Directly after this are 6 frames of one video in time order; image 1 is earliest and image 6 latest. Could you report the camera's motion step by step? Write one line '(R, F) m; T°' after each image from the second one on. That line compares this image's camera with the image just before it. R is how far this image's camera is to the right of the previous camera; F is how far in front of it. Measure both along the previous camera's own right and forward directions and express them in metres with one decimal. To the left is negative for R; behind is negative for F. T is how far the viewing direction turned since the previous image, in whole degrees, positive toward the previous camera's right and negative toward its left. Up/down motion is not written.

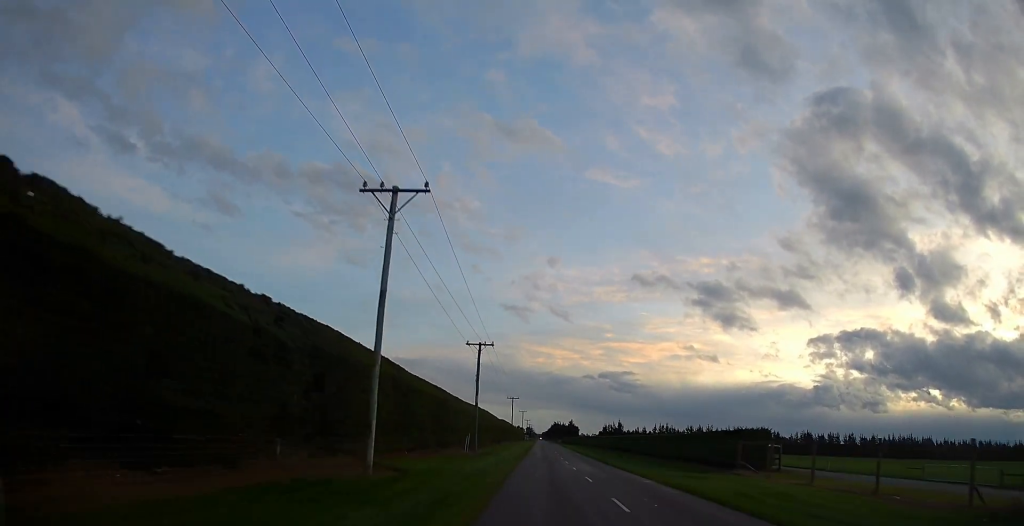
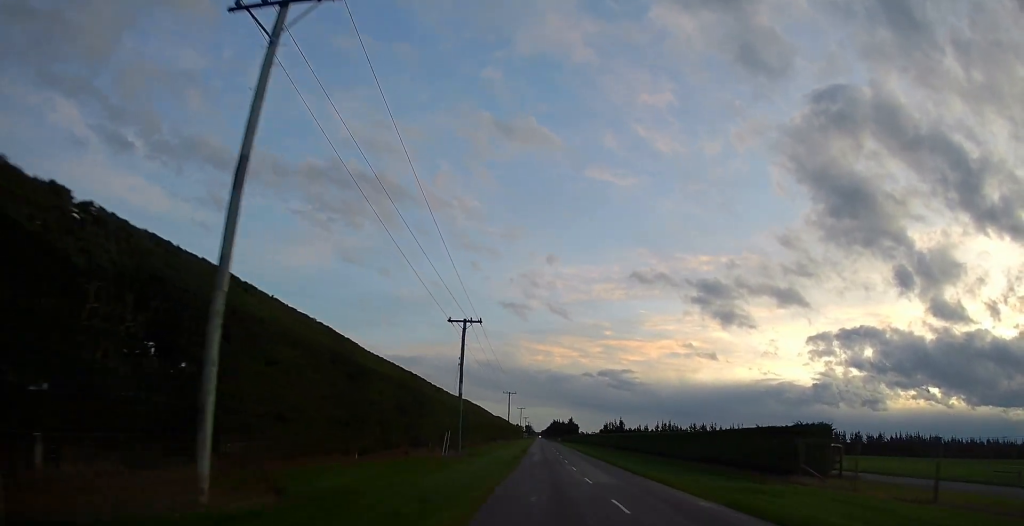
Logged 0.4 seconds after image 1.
(-0.5, +10.8) m; 0°
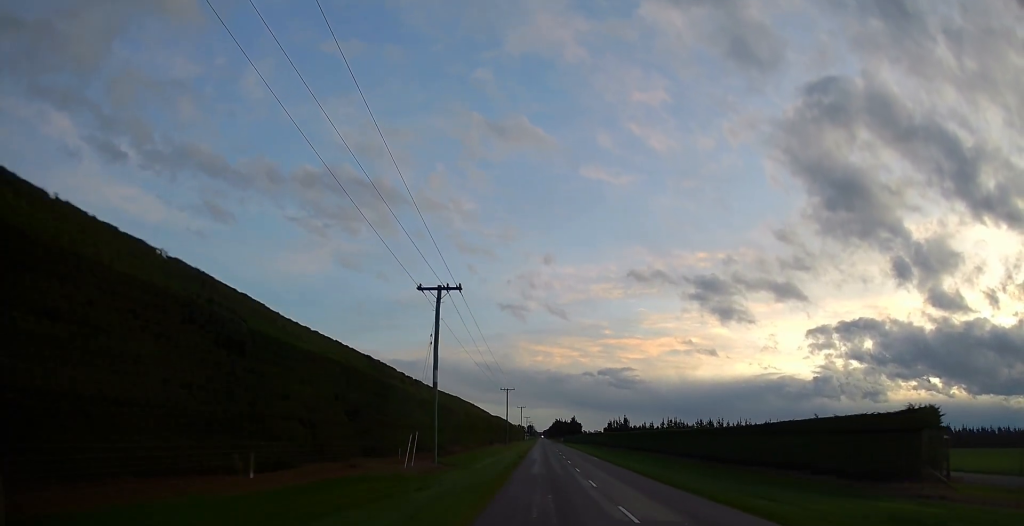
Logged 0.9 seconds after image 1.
(-0.5, +11.2) m; 0°
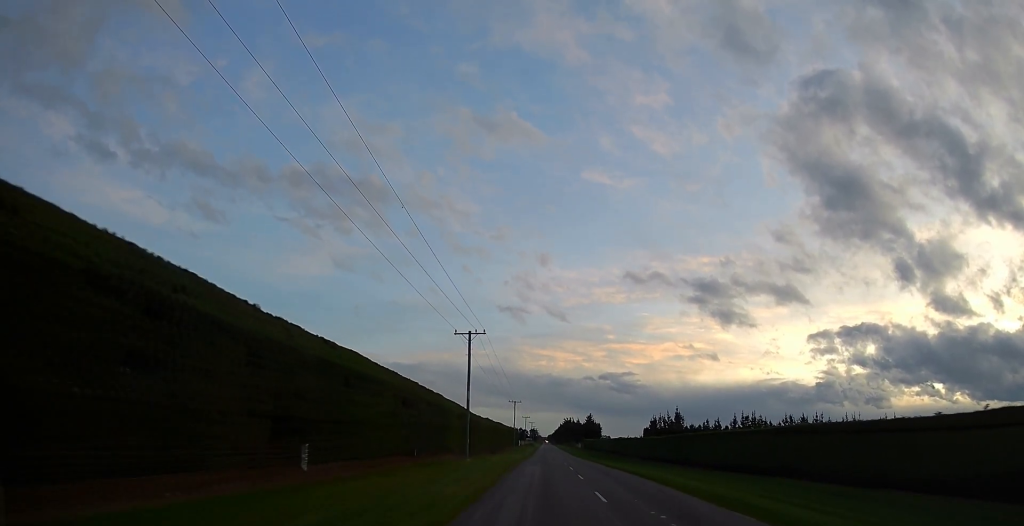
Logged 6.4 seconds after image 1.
(+4.1, +135.8) m; +1°
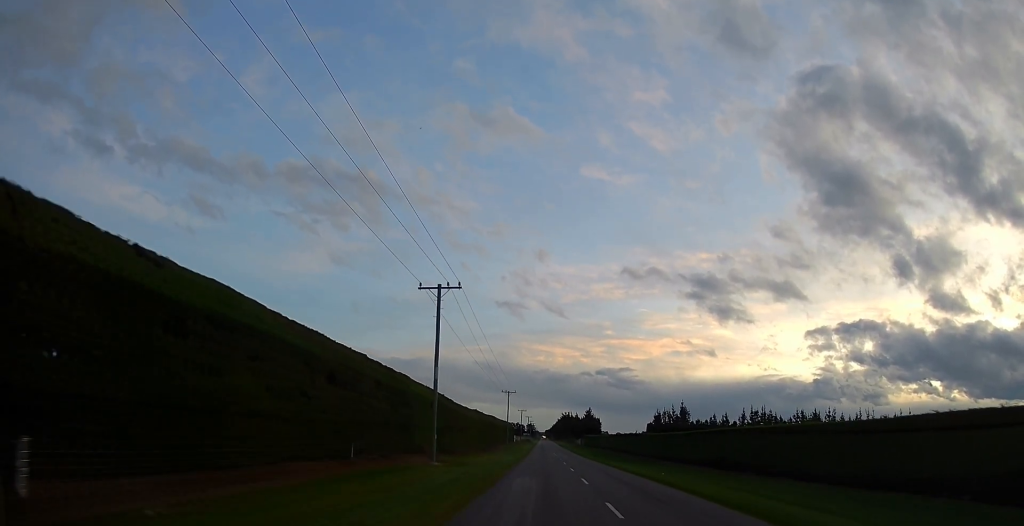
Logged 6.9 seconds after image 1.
(0.0, +14.6) m; -1°
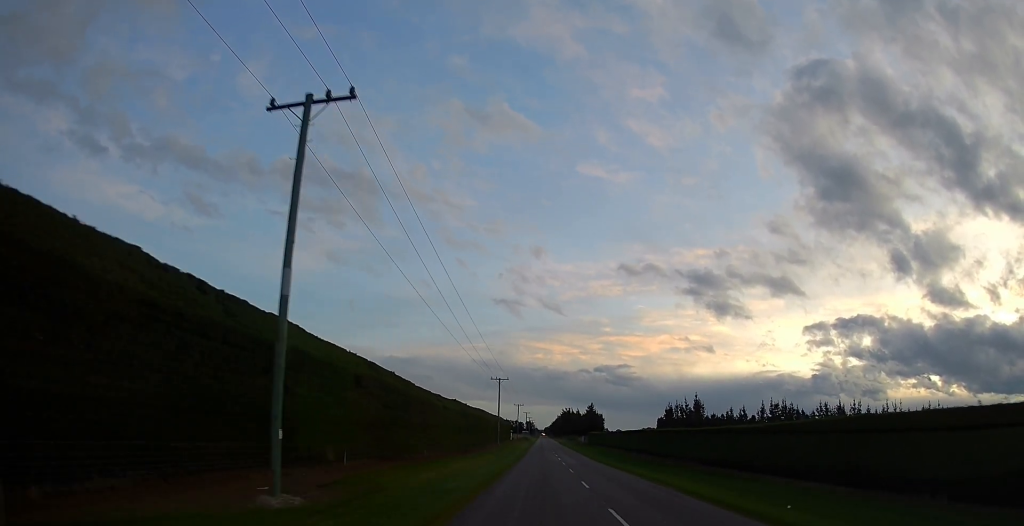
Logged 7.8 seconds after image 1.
(-0.3, +20.7) m; 0°
